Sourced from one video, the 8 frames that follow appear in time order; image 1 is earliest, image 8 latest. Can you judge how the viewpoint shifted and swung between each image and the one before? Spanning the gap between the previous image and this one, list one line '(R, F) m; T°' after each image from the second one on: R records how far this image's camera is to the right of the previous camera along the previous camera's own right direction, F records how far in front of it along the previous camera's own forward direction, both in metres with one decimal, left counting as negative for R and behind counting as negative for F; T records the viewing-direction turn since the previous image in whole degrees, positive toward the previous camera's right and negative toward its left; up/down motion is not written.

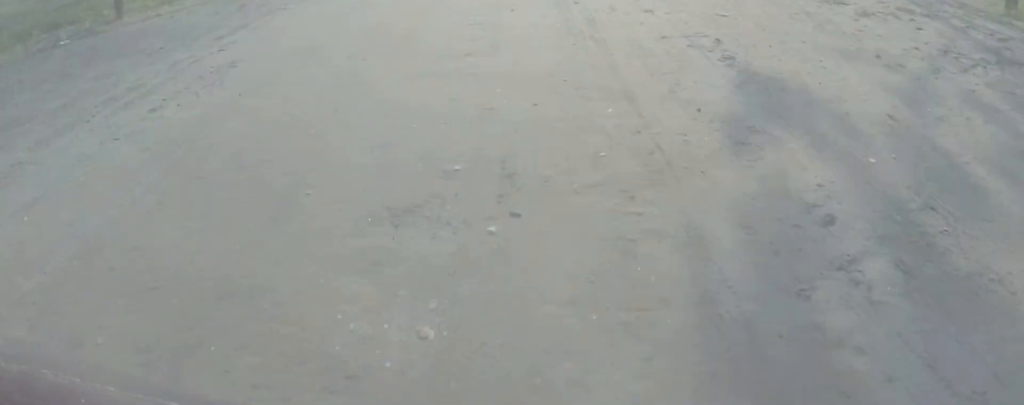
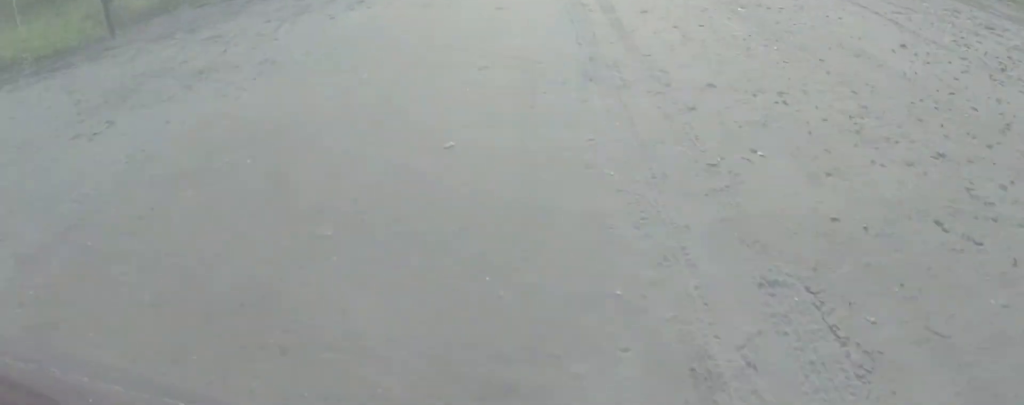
(+0.3, +12.0) m; 0°
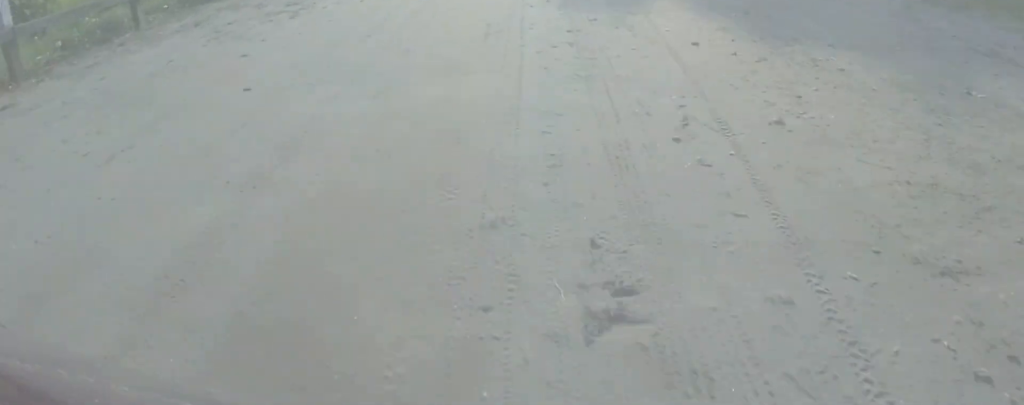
(-0.3, +13.7) m; -2°
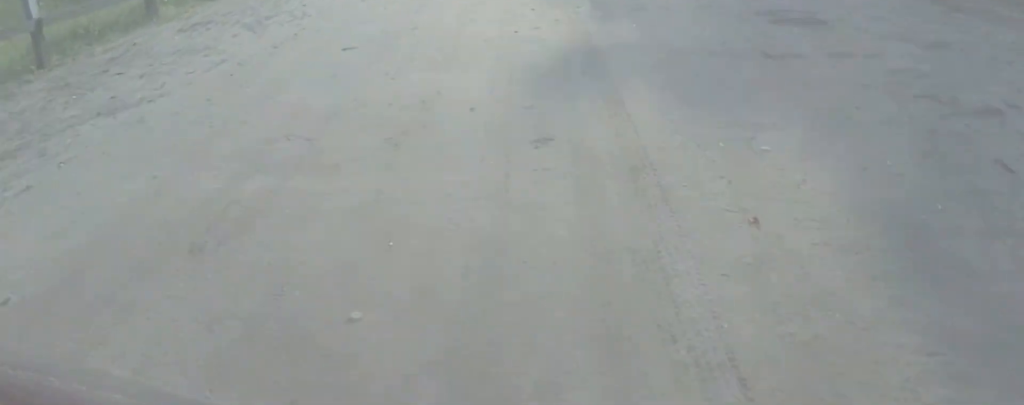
(0.0, +12.0) m; +2°
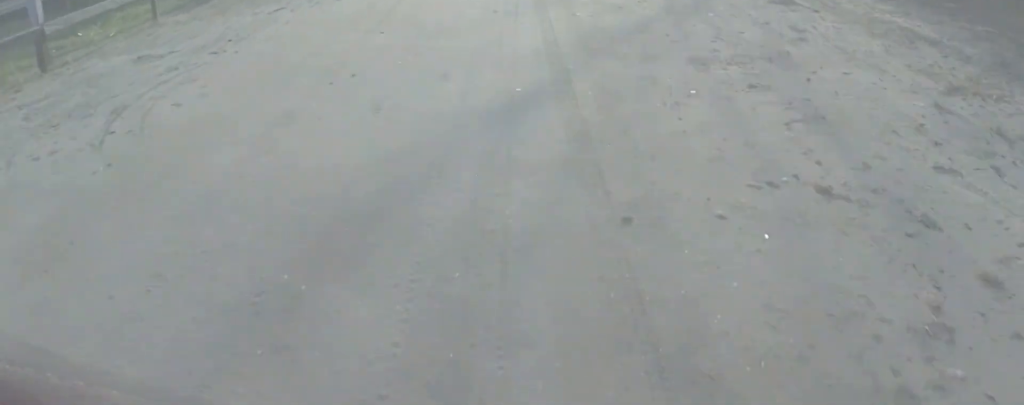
(+0.3, +14.6) m; 0°
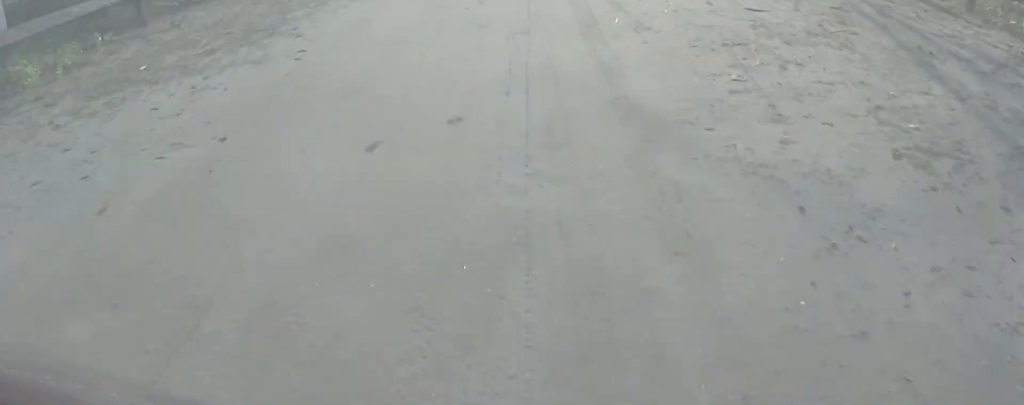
(-0.2, +6.7) m; -1°
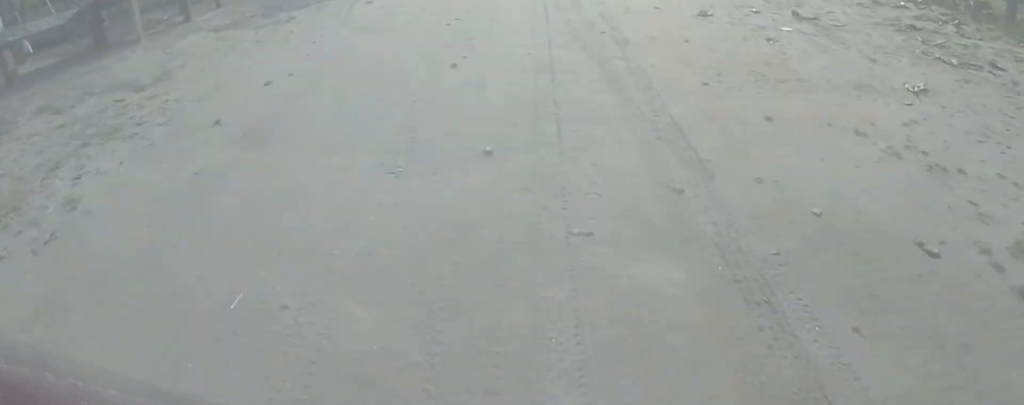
(0.0, +6.7) m; 0°
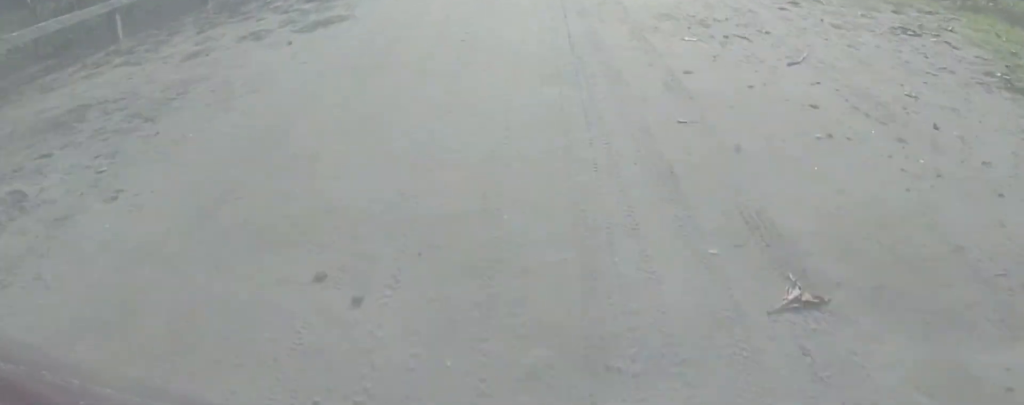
(-0.1, +5.5) m; +1°
